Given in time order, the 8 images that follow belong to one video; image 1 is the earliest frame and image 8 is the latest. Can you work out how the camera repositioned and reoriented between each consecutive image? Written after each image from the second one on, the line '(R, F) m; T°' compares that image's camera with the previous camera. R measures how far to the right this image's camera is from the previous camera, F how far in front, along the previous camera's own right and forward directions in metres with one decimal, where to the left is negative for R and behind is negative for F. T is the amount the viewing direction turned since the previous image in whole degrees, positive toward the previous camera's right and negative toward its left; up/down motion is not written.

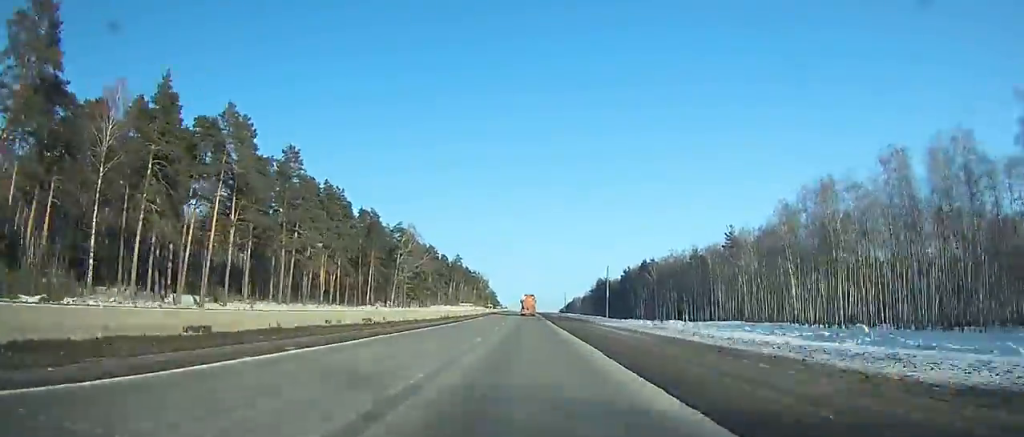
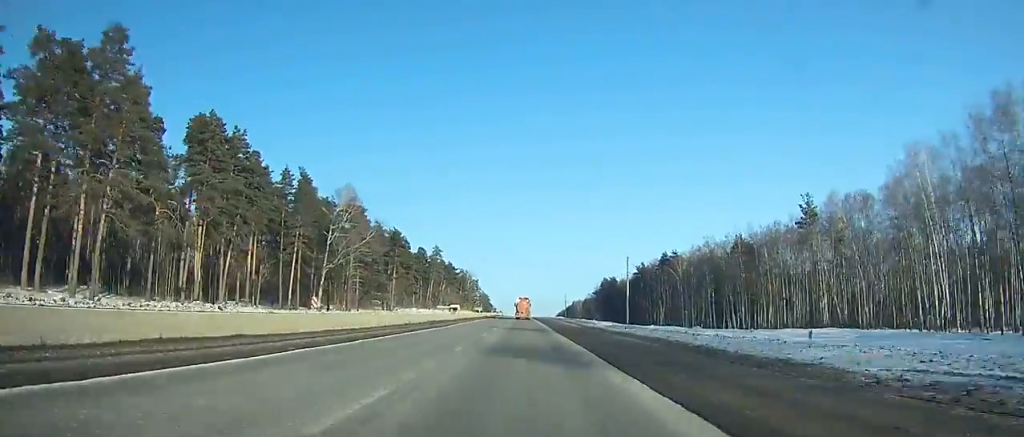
(+0.1, +50.0) m; 0°
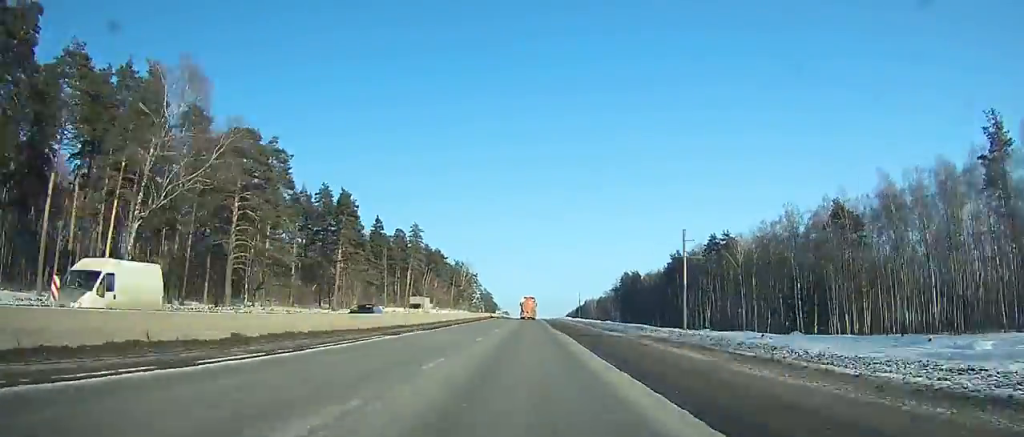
(+0.1, +54.5) m; 0°
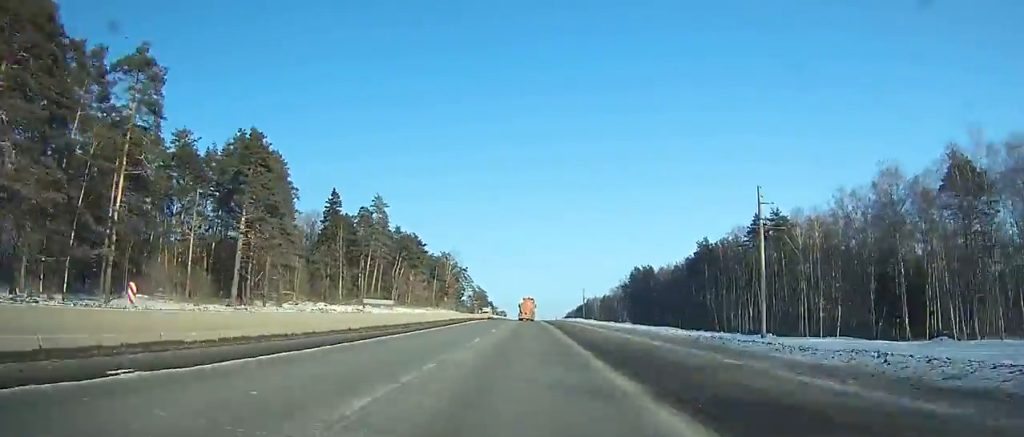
(0.0, +39.0) m; 0°
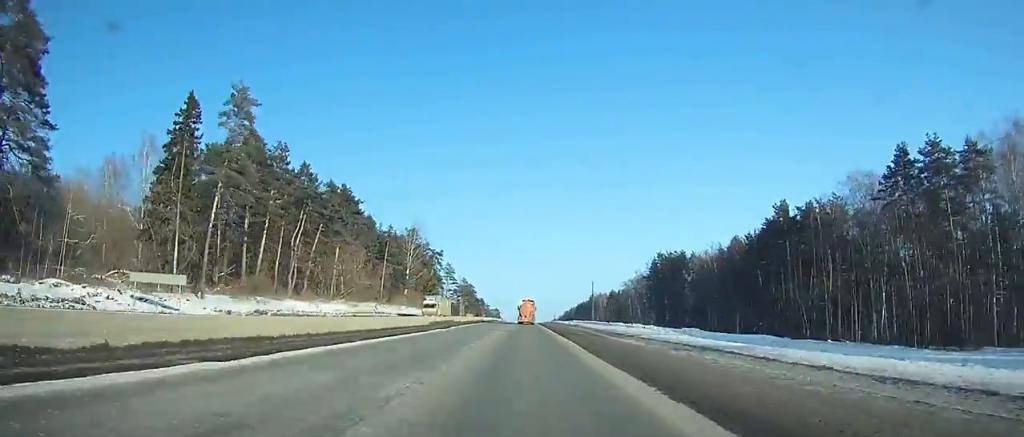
(0.0, +62.0) m; 0°
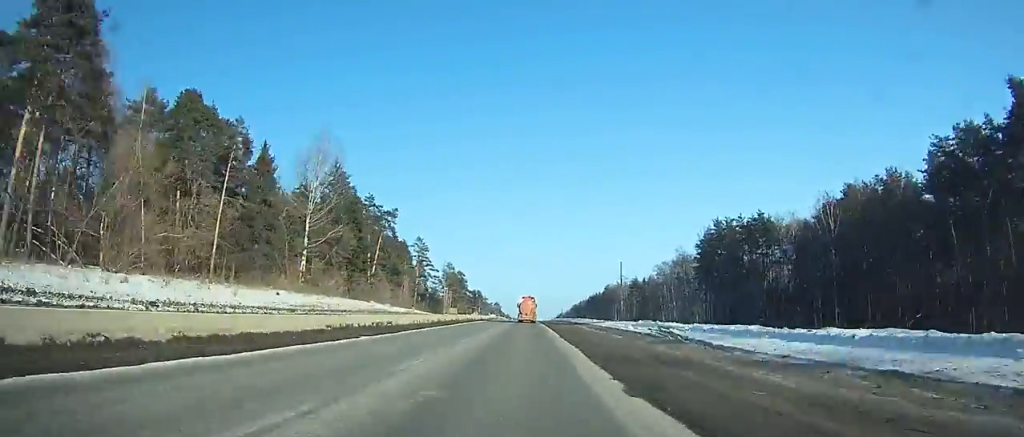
(+0.2, +68.4) m; 0°
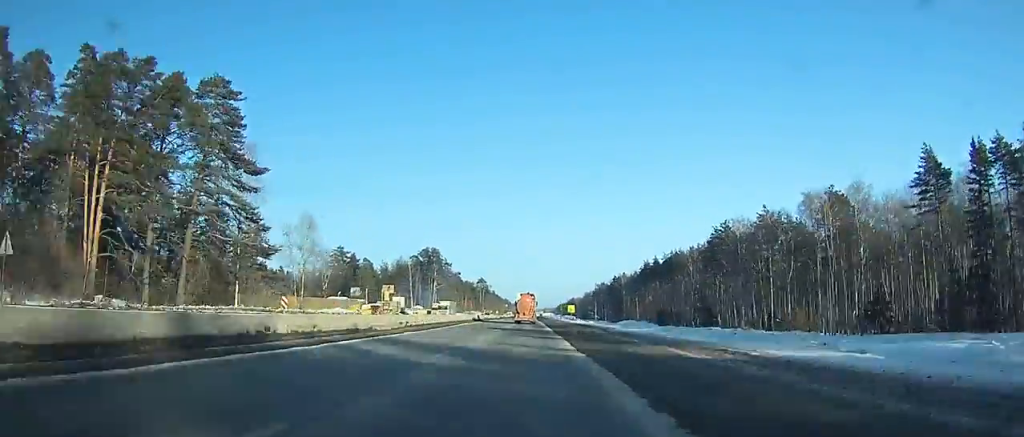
(-0.8, +224.1) m; 0°
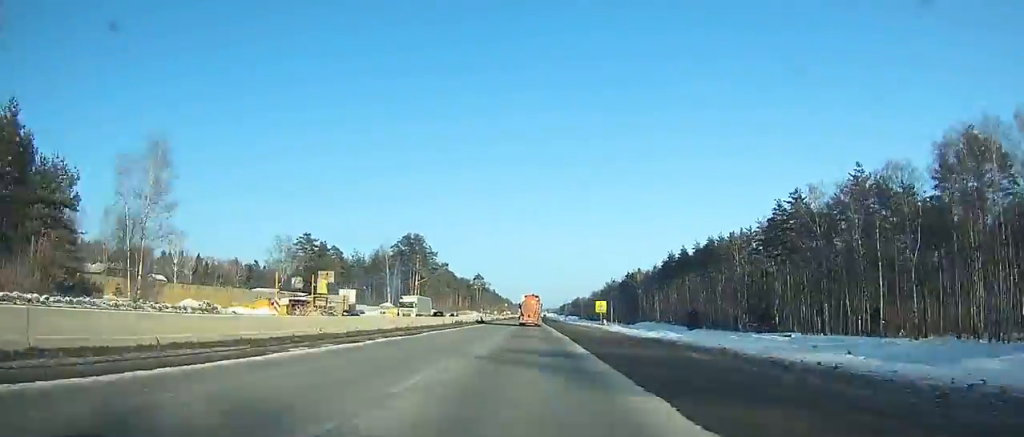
(-0.1, +42.0) m; 0°
